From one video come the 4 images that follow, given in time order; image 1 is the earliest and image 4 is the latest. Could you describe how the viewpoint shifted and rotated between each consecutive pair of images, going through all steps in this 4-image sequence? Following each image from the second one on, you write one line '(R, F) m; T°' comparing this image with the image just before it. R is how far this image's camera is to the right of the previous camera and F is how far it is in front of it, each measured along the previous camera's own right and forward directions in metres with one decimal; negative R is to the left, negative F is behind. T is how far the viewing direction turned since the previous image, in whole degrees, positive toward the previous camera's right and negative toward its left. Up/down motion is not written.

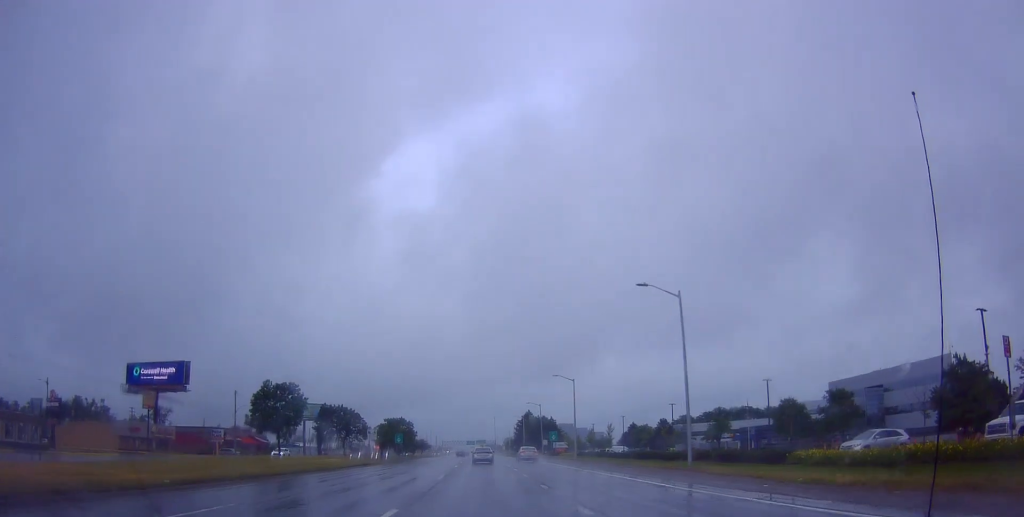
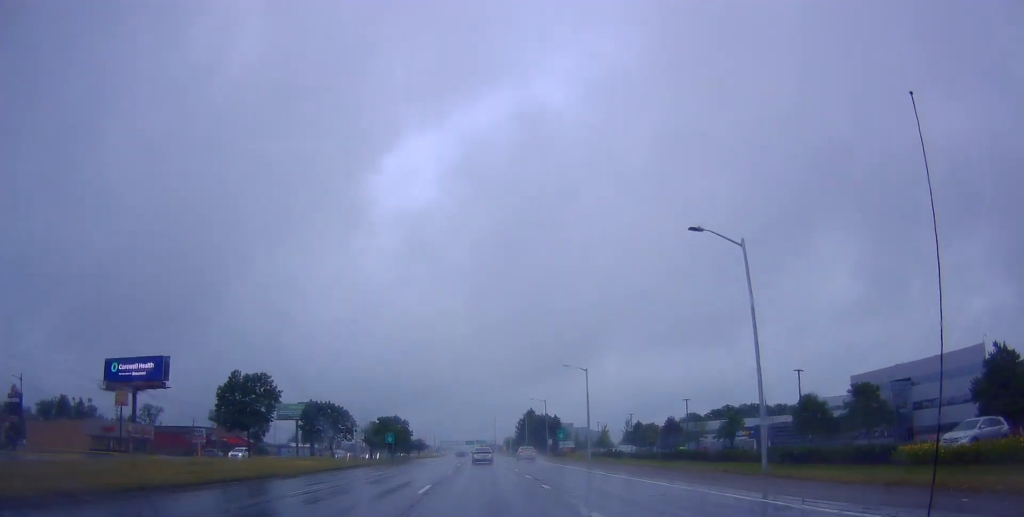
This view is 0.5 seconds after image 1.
(+0.1, +7.9) m; 0°
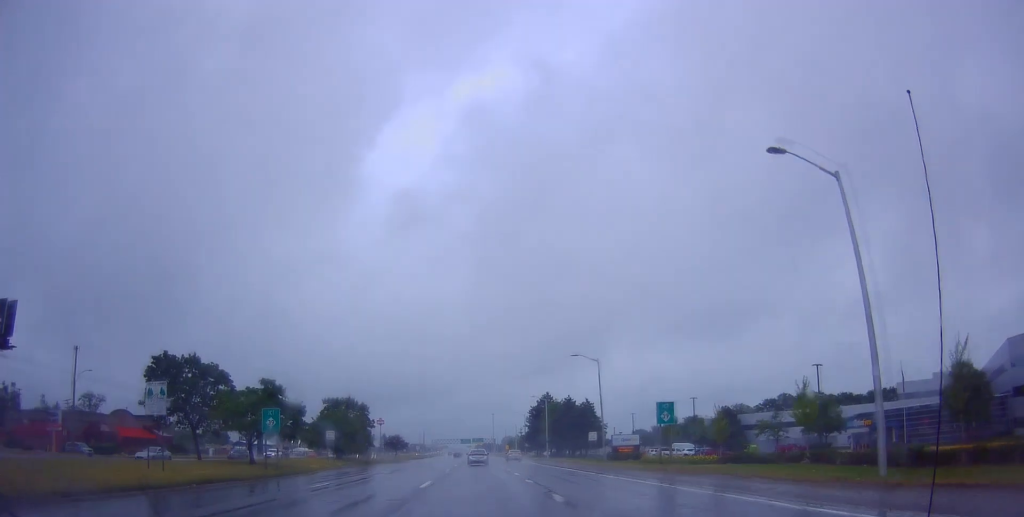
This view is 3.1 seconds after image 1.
(+0.3, +41.8) m; 0°
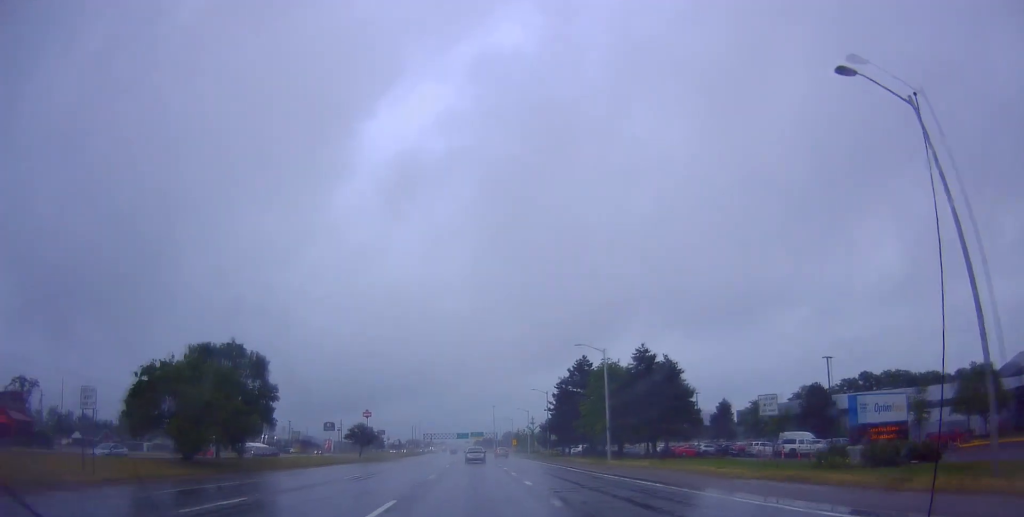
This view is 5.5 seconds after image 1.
(-0.2, +39.9) m; +1°
